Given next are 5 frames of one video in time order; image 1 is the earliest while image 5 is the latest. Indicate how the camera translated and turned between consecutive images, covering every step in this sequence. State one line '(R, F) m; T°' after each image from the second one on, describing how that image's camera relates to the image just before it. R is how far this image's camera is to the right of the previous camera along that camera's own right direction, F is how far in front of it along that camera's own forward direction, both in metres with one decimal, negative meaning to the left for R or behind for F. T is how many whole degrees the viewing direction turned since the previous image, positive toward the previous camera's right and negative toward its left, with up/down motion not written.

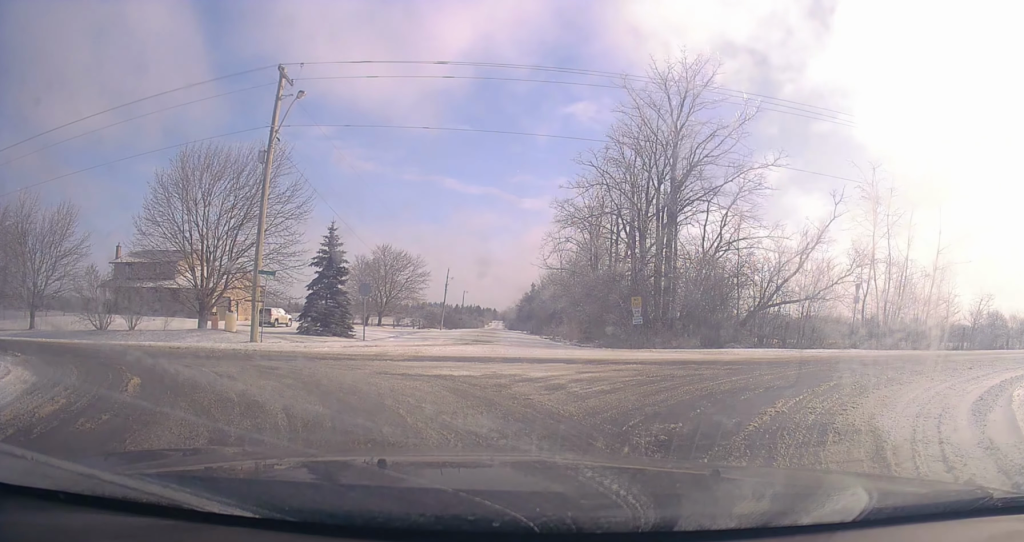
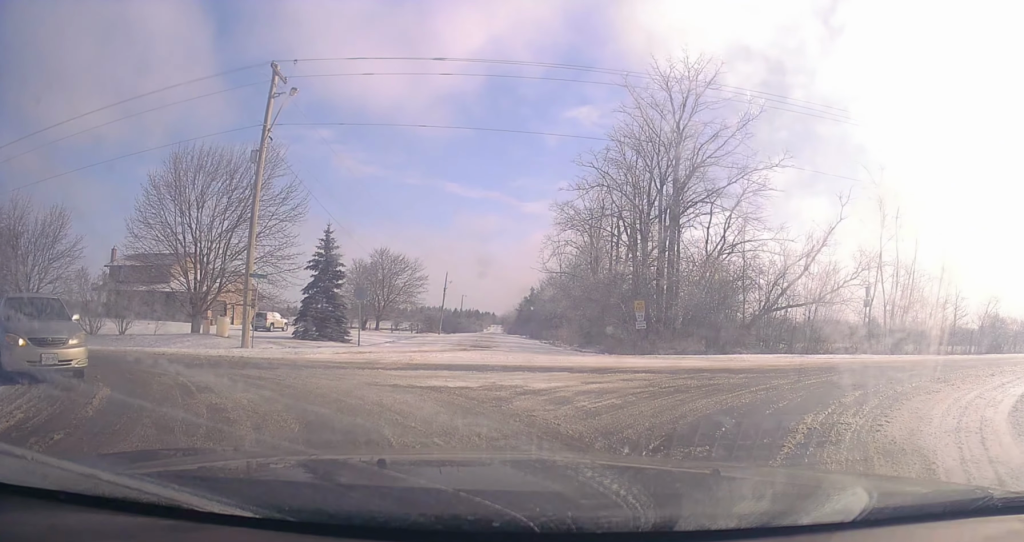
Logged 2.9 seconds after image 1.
(-0.3, +0.3) m; 0°
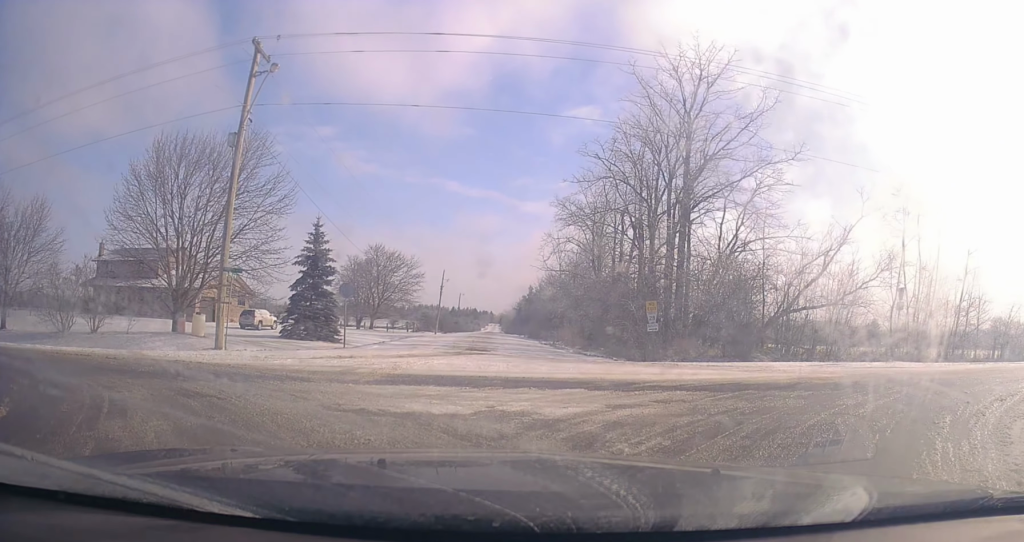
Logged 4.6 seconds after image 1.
(-0.2, +0.4) m; 0°
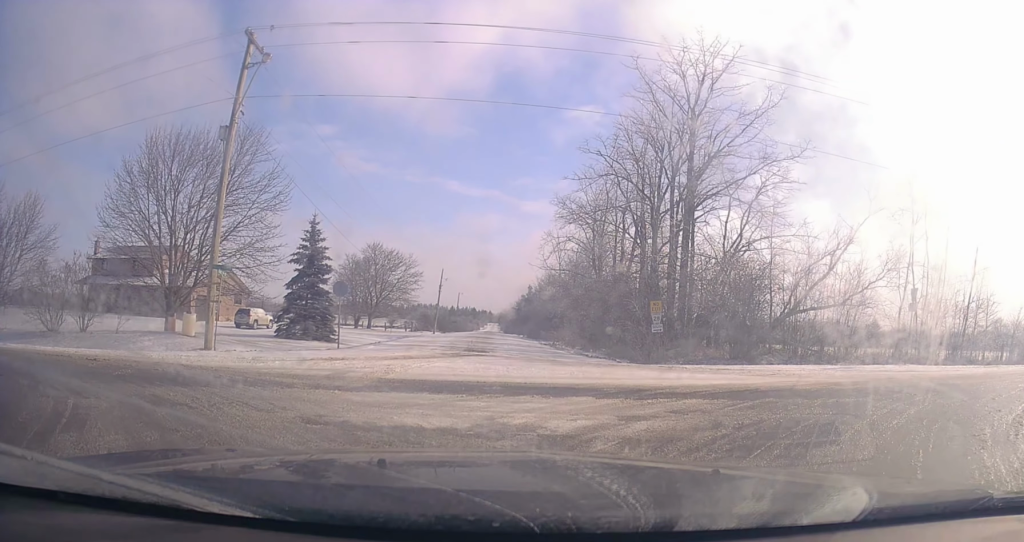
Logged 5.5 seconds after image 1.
(0.0, +0.4) m; 0°
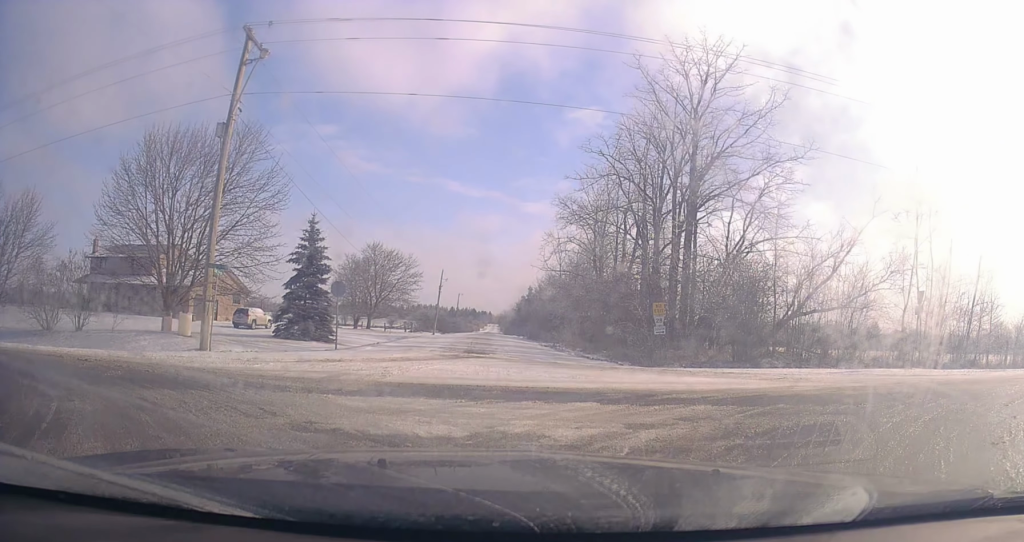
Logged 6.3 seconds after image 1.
(+0.1, +0.4) m; 0°
